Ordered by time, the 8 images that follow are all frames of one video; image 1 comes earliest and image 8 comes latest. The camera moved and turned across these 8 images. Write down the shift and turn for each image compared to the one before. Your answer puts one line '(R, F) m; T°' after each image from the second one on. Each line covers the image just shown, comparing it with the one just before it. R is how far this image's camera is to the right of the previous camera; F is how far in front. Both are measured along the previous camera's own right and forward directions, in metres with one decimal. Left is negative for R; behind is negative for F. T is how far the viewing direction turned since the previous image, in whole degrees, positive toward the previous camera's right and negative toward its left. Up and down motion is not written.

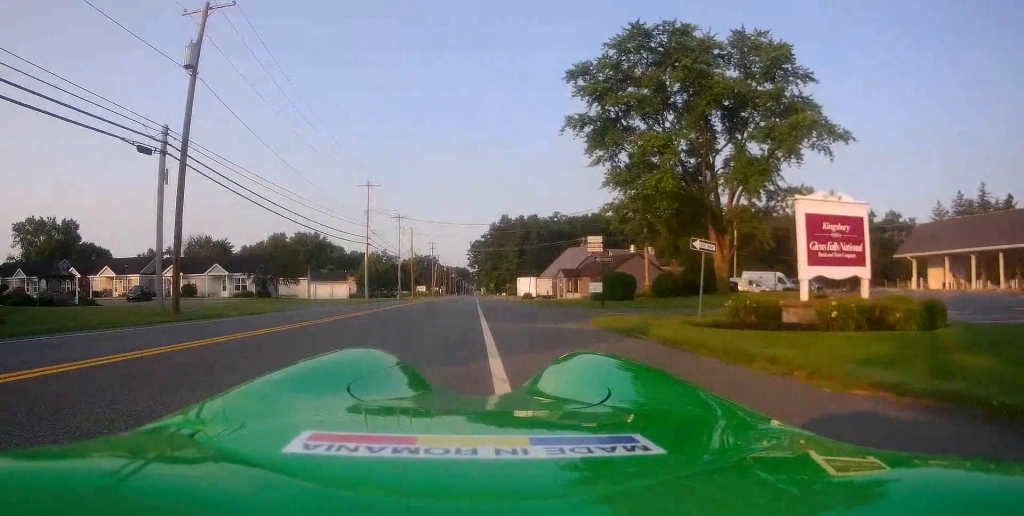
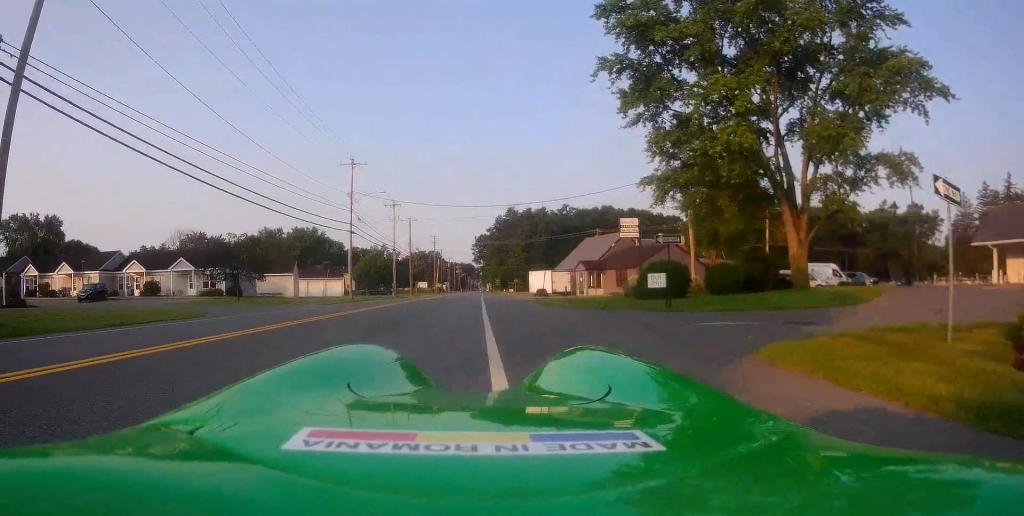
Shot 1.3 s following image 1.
(-0.1, +9.9) m; 0°
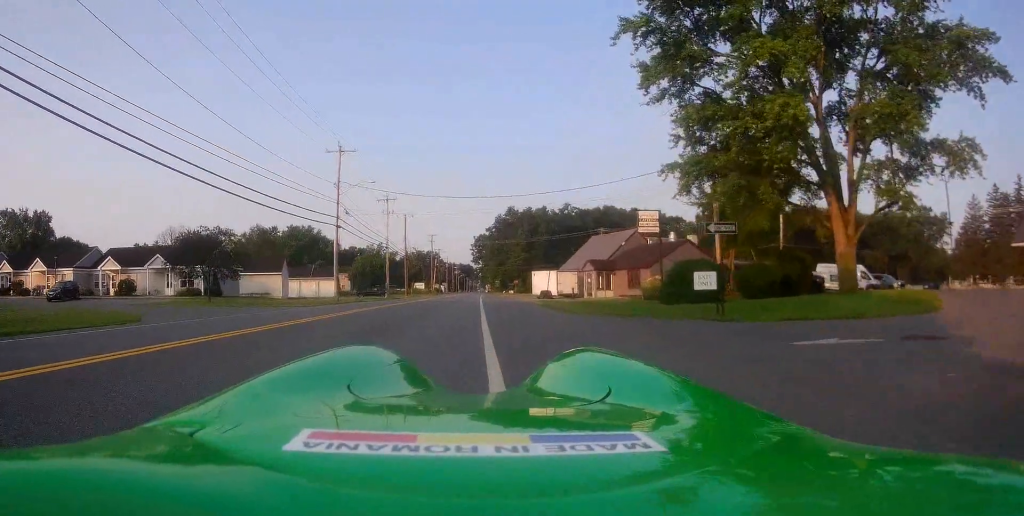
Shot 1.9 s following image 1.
(0.0, +4.6) m; +1°
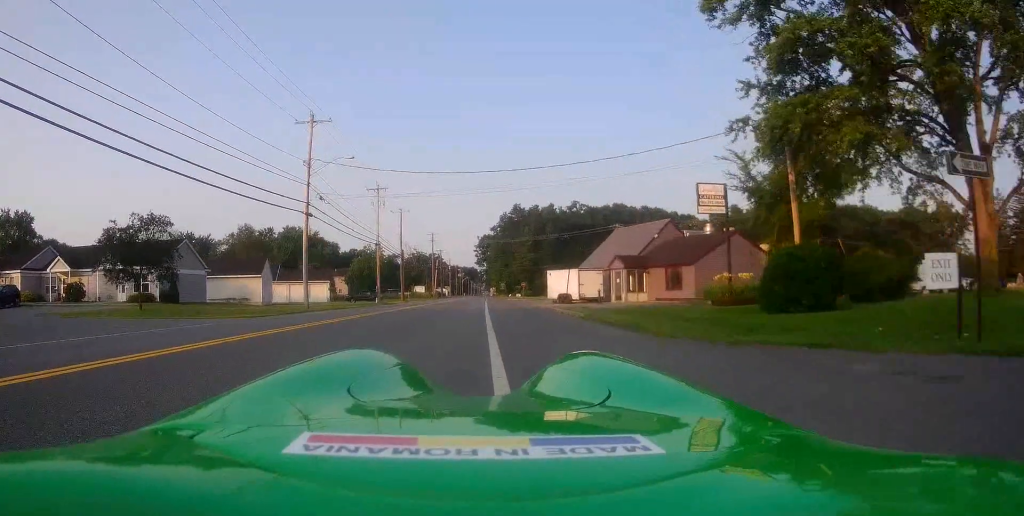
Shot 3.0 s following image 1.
(+0.2, +8.9) m; +1°
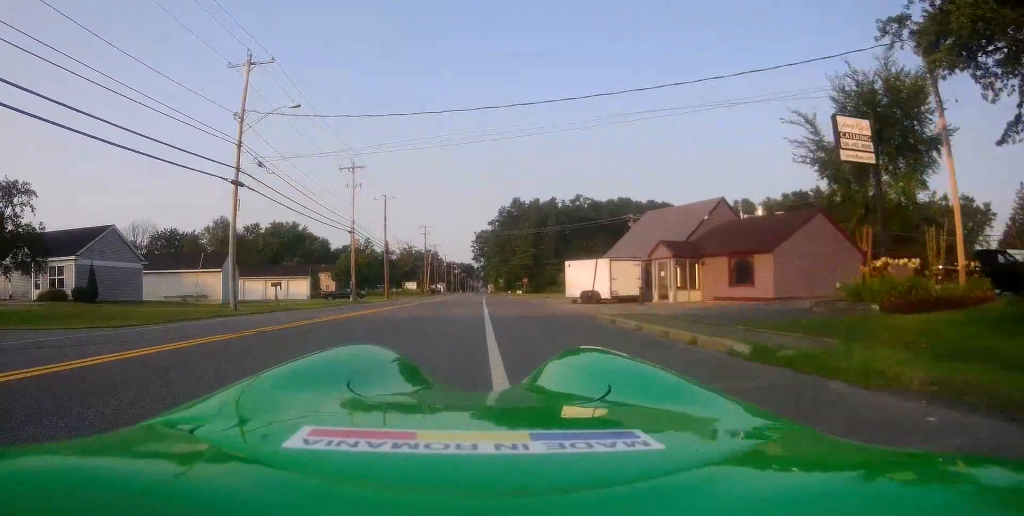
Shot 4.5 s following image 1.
(-0.2, +10.9) m; -1°
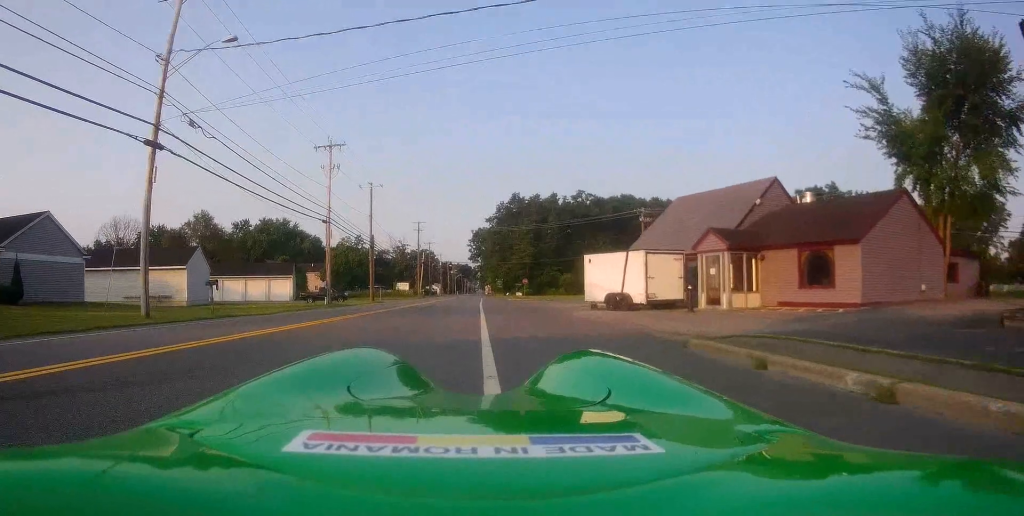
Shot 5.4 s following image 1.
(0.0, +7.1) m; +3°
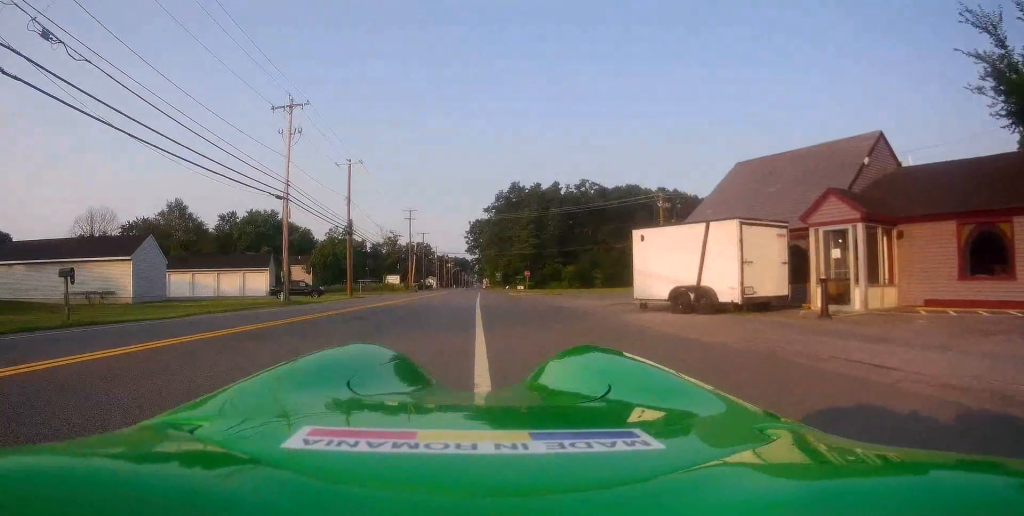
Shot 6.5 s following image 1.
(+0.3, +9.1) m; 0°
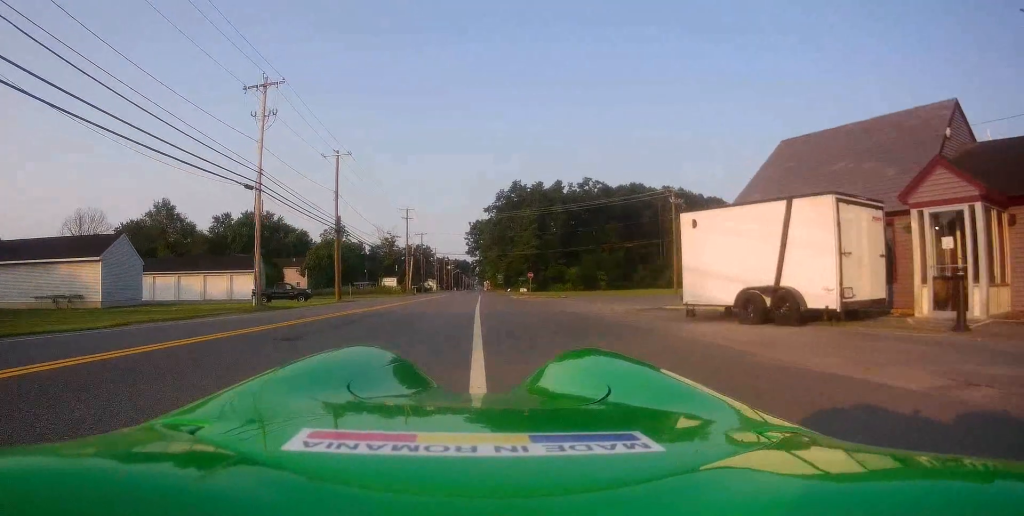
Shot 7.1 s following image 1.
(-0.2, +4.6) m; -1°
